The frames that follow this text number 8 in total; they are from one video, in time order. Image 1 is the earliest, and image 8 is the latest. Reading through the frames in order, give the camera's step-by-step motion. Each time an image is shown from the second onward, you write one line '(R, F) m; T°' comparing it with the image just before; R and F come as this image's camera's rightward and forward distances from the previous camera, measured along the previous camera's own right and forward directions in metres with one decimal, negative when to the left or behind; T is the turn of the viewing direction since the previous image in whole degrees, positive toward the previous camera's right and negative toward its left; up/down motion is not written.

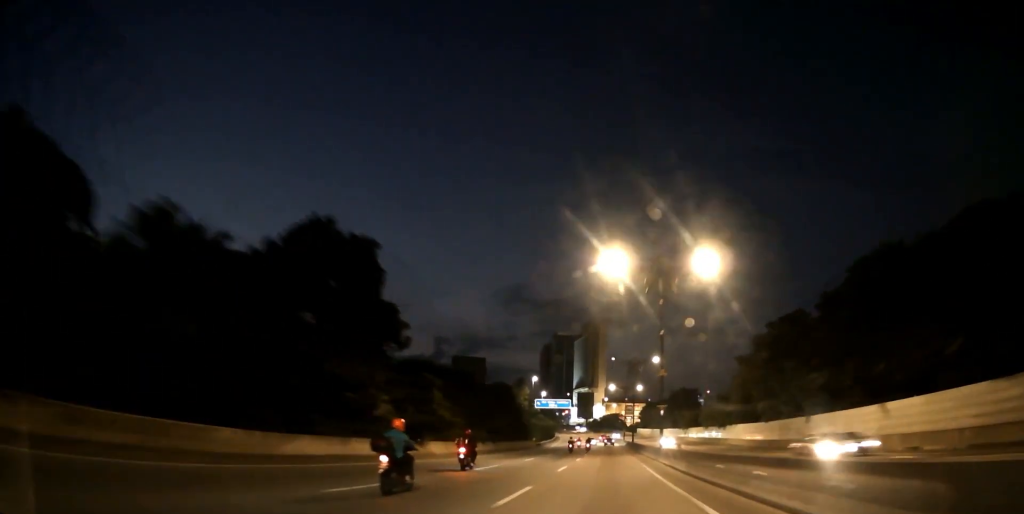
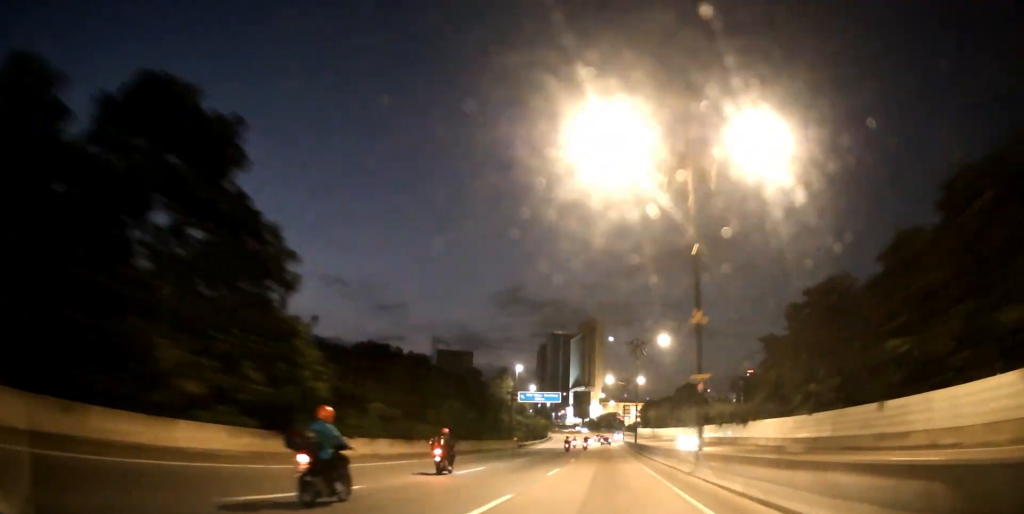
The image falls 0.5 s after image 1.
(+0.1, +14.4) m; 0°
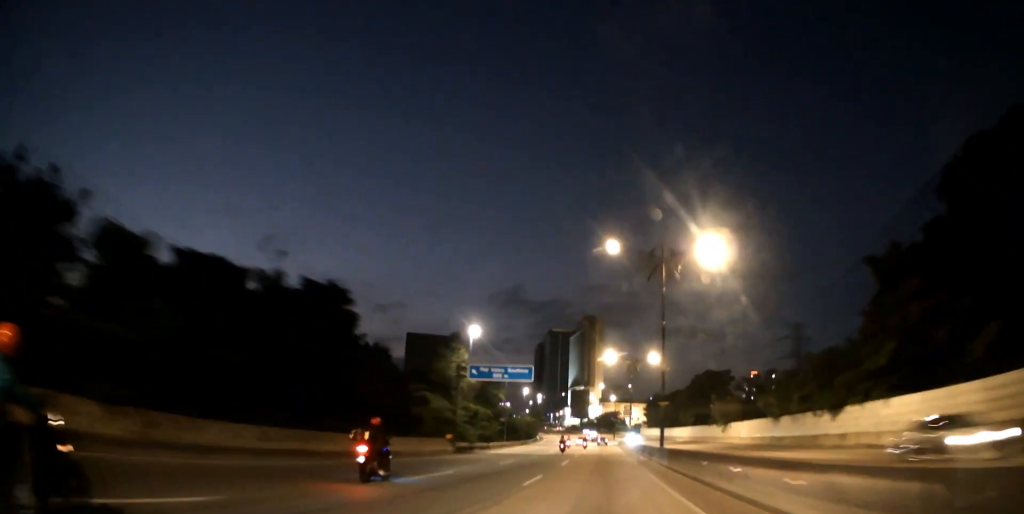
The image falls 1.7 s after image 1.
(0.0, +30.4) m; 0°
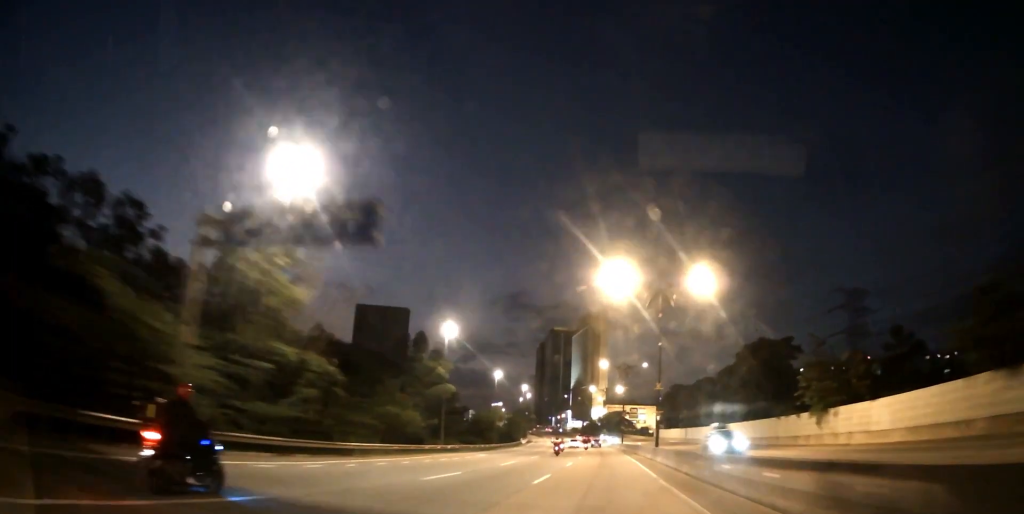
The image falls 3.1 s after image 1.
(-0.2, +37.1) m; -1°
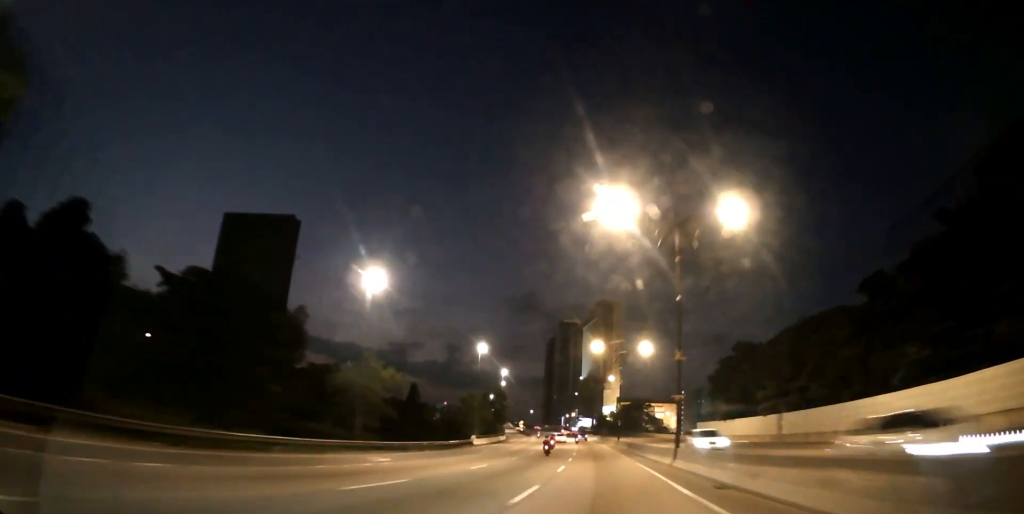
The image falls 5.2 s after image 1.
(-0.6, +54.8) m; -2°
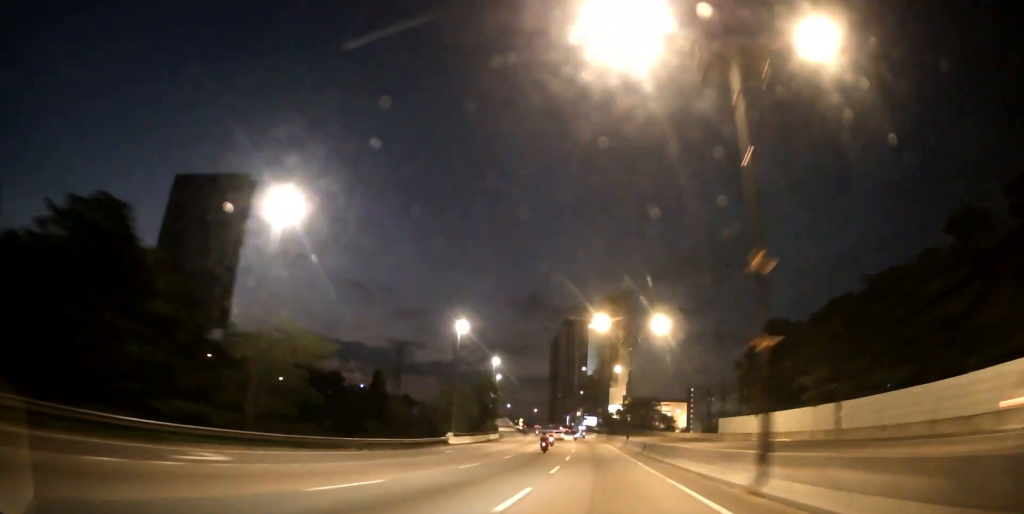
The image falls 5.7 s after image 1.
(-0.1, +12.7) m; -1°
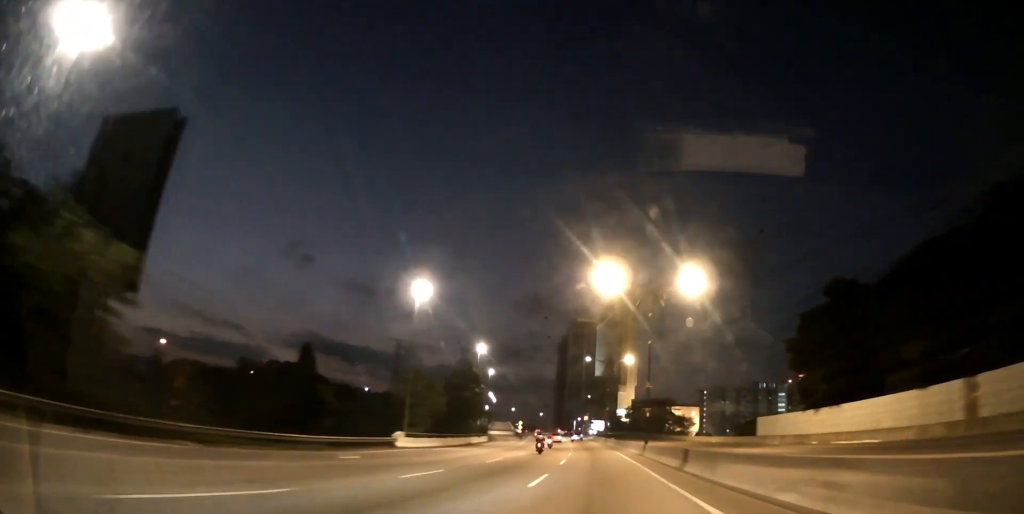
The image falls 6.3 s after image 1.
(-0.1, +17.5) m; -1°
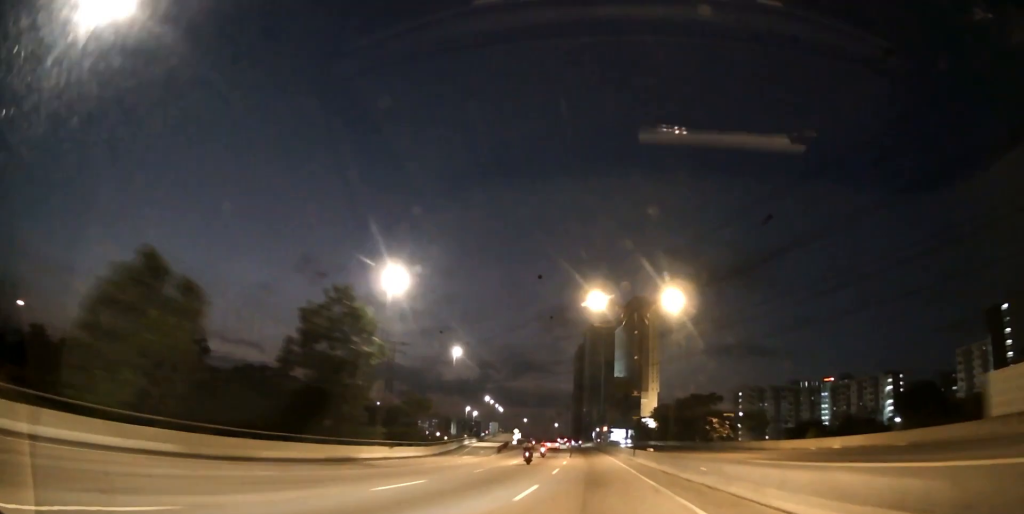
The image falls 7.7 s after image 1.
(-0.8, +37.6) m; -2°
